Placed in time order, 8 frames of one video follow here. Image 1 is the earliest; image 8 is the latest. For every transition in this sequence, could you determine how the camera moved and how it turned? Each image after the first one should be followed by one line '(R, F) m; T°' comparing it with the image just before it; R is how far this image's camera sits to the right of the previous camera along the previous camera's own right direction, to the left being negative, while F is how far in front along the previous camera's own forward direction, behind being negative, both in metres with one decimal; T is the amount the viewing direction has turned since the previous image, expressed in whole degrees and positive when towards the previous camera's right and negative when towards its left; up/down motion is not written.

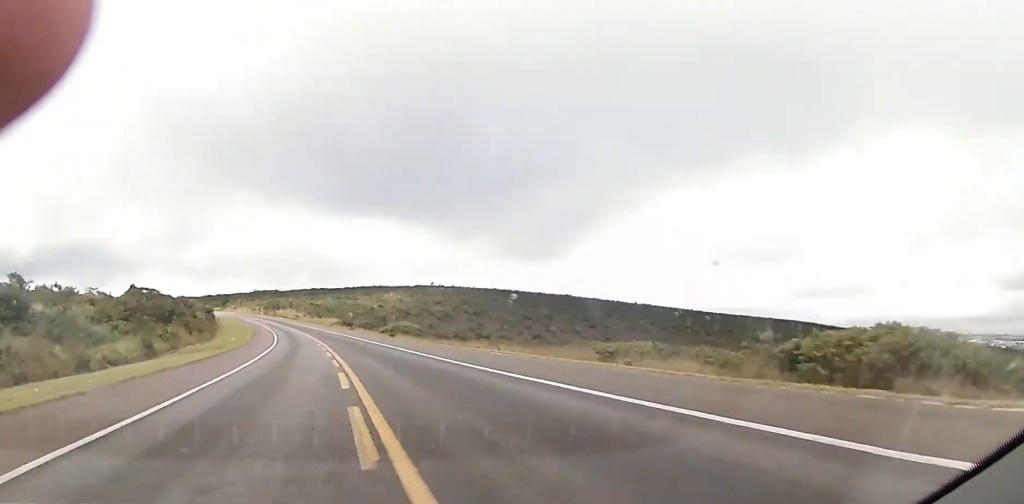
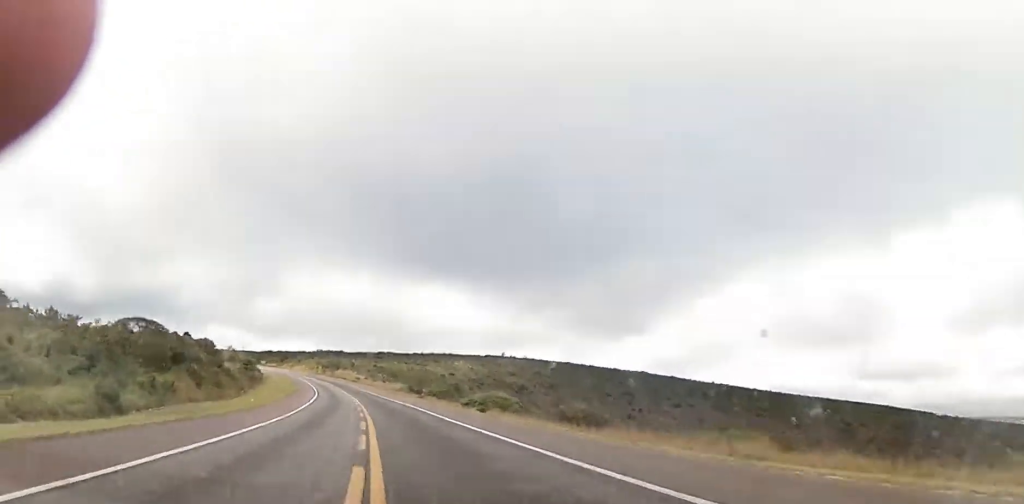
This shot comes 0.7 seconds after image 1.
(-0.2, +23.0) m; -1°
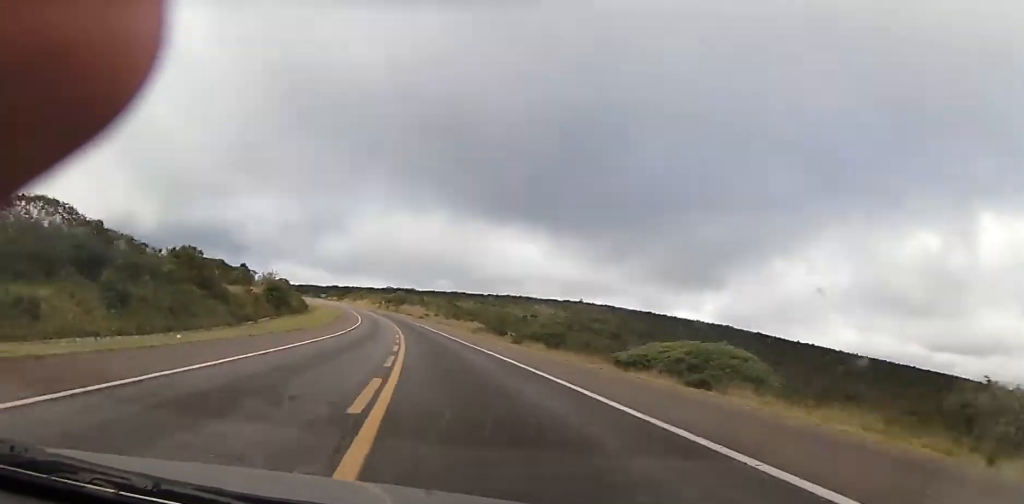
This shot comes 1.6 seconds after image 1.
(-0.5, +29.9) m; -2°
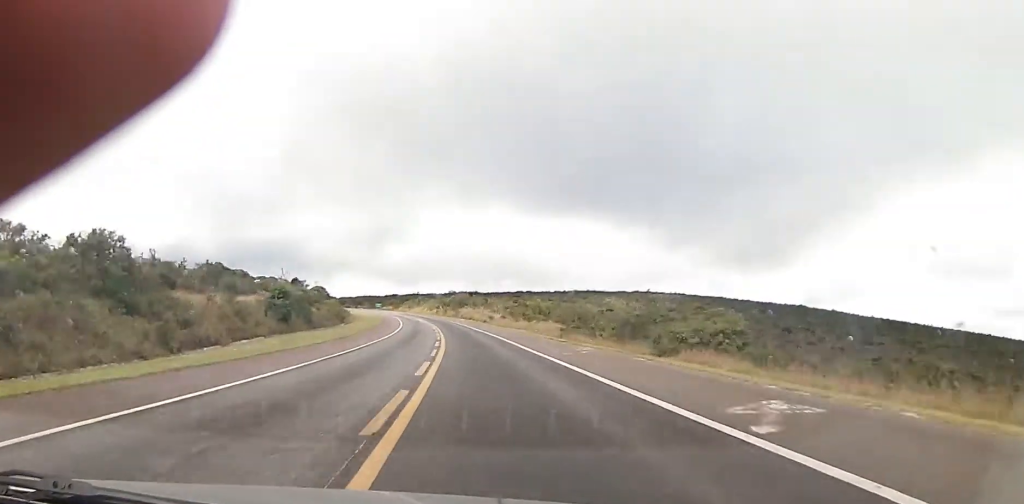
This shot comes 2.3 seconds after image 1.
(0.0, +24.6) m; -3°
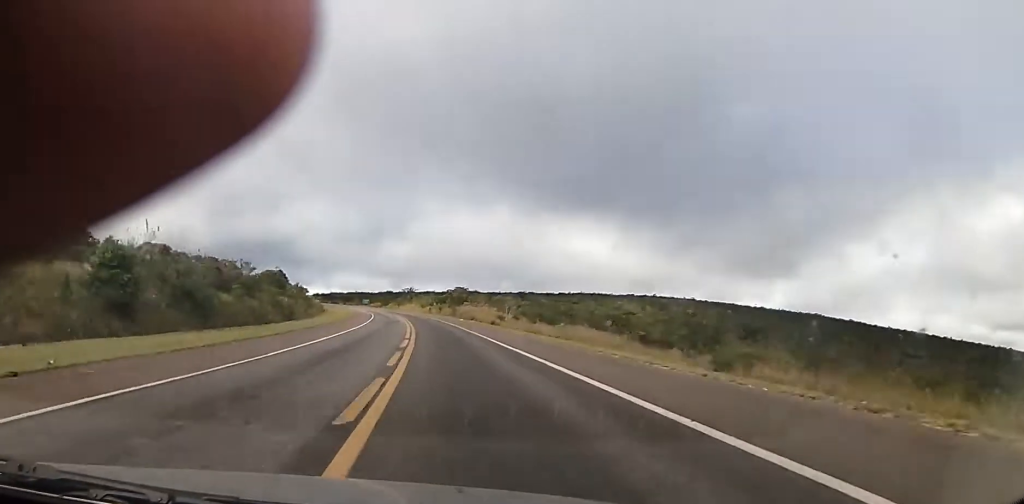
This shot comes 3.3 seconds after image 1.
(-1.6, +31.8) m; -4°
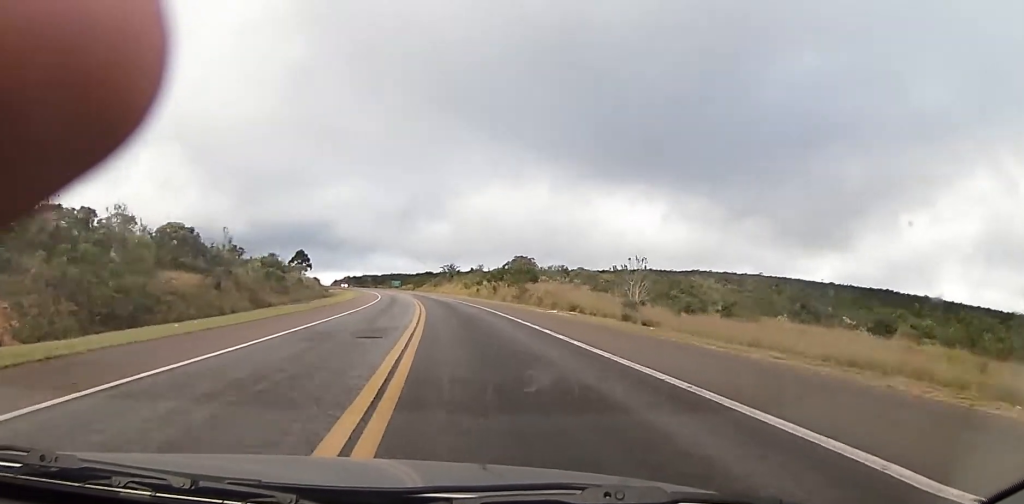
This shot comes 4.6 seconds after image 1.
(-1.2, +46.0) m; -3°
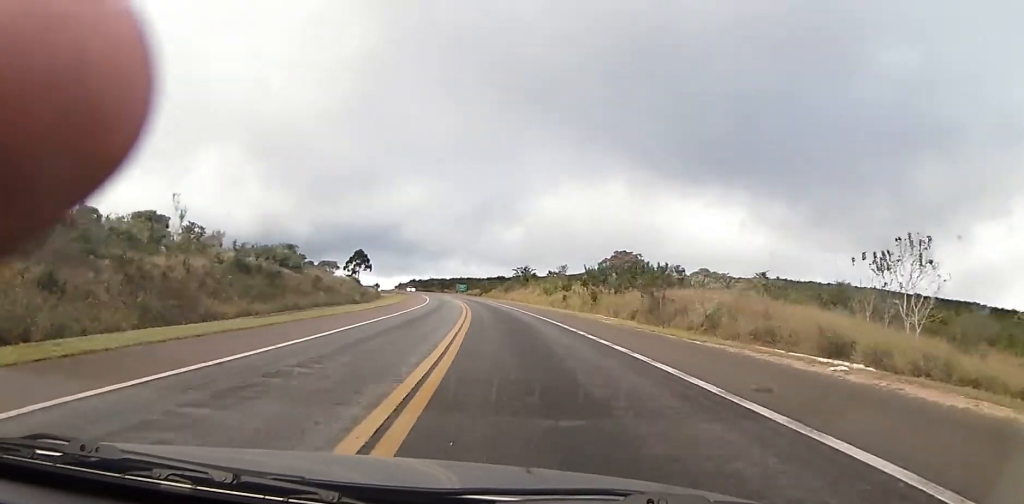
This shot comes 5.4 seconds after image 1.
(-0.2, +26.6) m; -1°
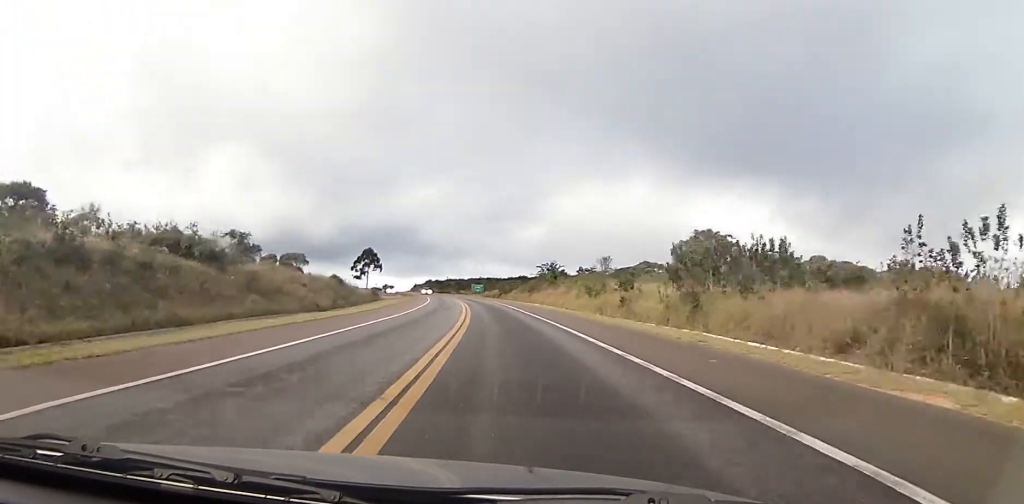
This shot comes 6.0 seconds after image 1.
(-0.4, +23.0) m; -2°
